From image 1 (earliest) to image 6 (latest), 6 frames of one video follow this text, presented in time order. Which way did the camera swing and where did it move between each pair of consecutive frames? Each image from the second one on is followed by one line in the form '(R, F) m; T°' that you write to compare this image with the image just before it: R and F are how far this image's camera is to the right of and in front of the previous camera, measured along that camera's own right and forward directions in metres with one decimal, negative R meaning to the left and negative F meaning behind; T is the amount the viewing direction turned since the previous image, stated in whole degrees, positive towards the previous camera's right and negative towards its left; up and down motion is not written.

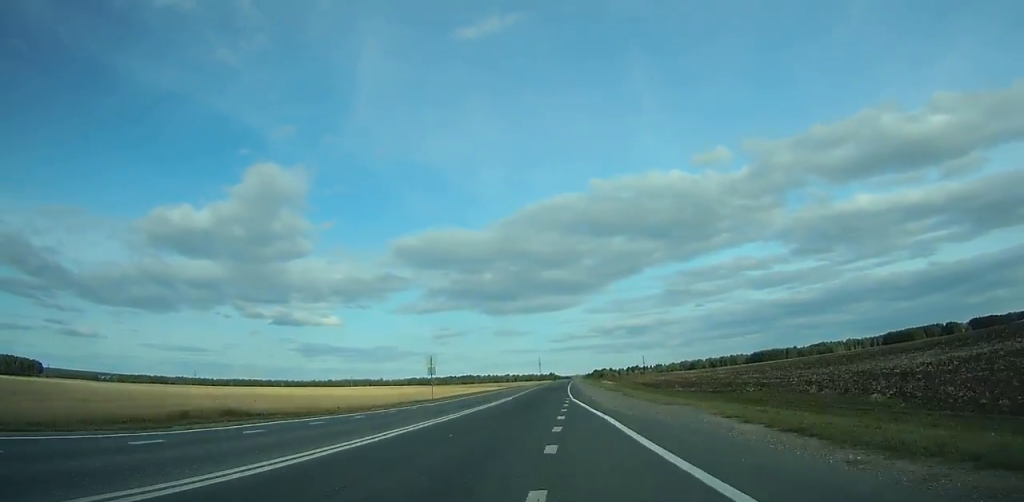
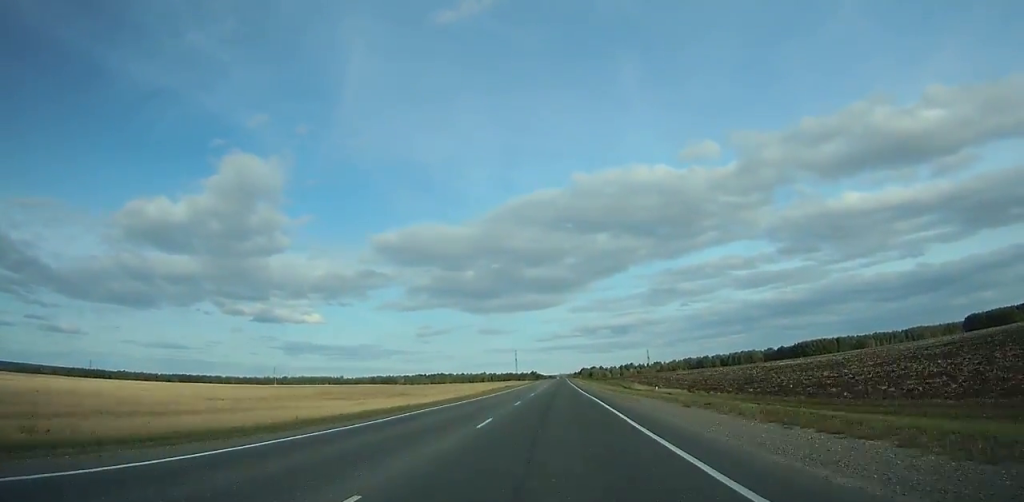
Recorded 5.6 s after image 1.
(-0.1, +166.7) m; +1°
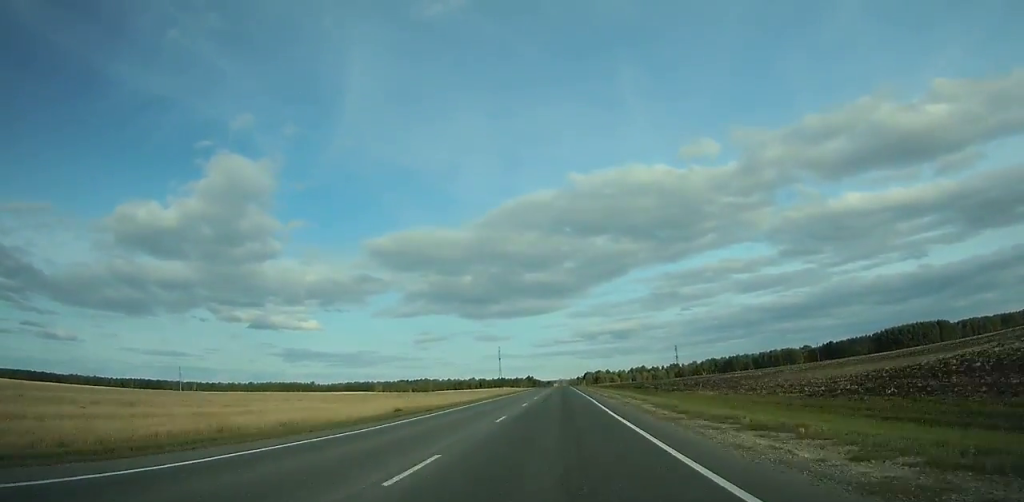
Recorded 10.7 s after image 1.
(+1.1, +155.4) m; +1°
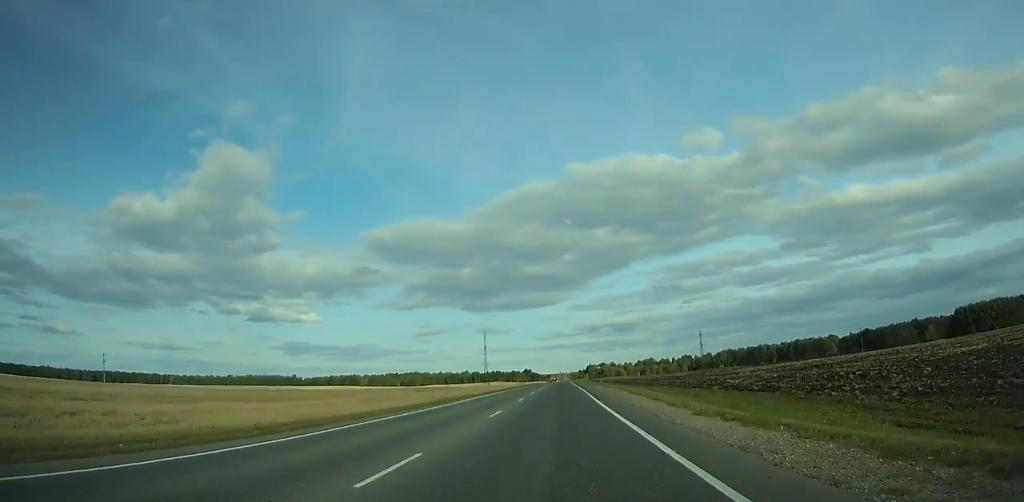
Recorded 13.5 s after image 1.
(+0.2, +84.0) m; 0°
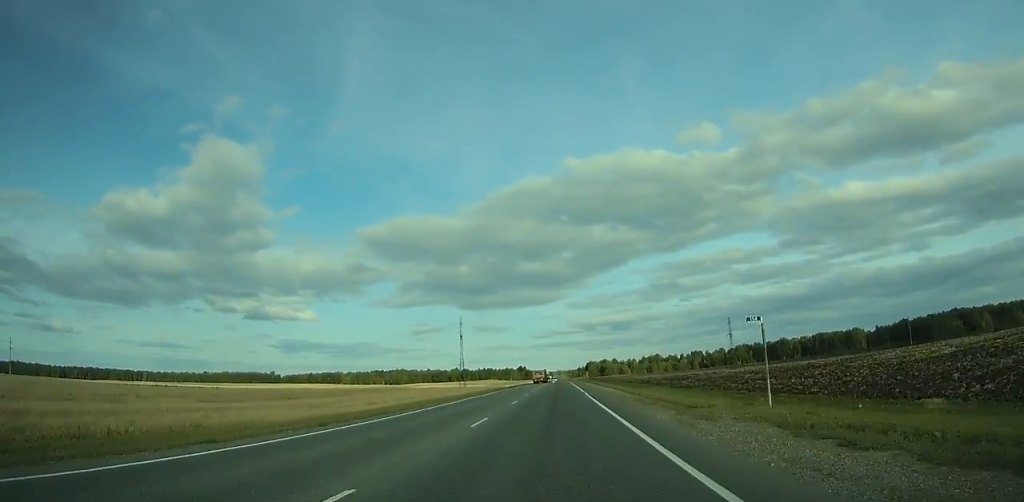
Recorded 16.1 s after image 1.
(-0.1, +76.2) m; 0°
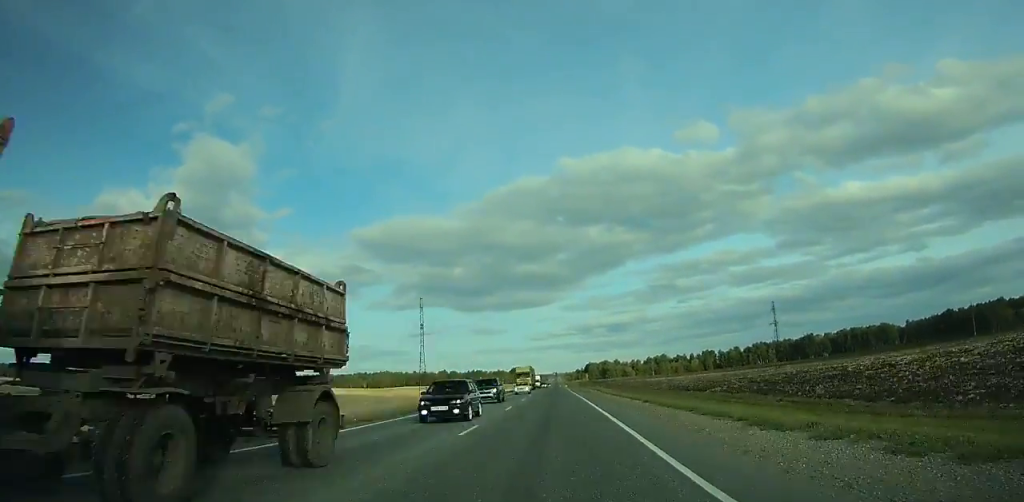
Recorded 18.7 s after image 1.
(+0.2, +74.6) m; 0°
